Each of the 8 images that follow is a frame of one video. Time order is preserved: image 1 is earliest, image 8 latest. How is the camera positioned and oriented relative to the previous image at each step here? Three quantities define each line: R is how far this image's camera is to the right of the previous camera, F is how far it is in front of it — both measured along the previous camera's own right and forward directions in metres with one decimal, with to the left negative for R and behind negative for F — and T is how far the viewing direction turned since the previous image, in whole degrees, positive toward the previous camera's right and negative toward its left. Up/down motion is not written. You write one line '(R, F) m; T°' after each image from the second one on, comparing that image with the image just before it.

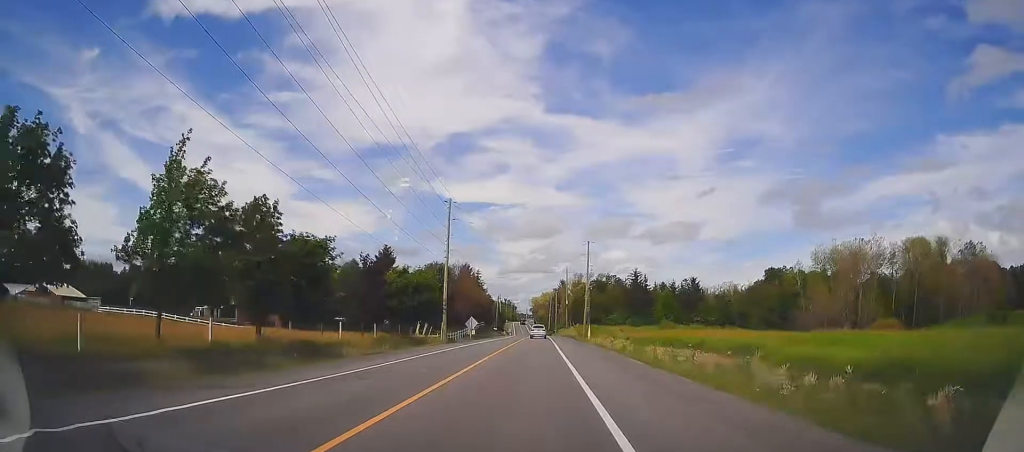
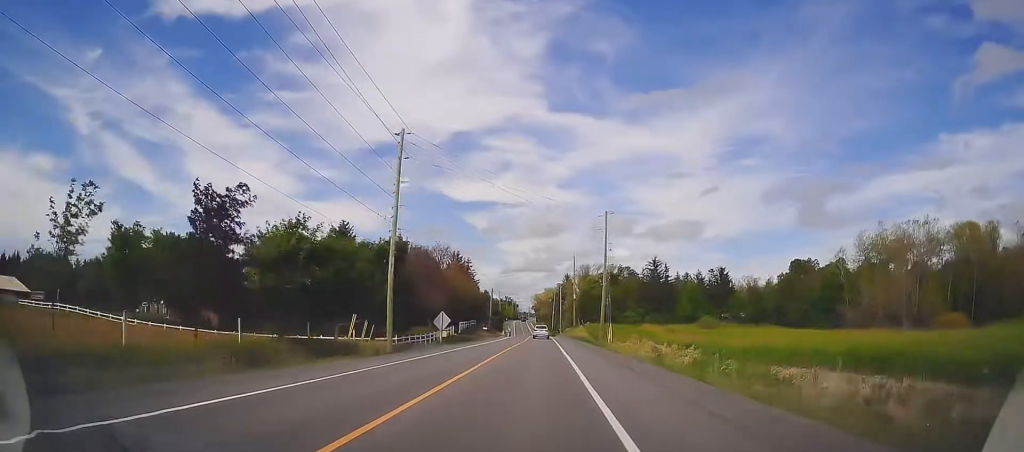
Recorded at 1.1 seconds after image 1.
(-0.2, +20.7) m; 0°
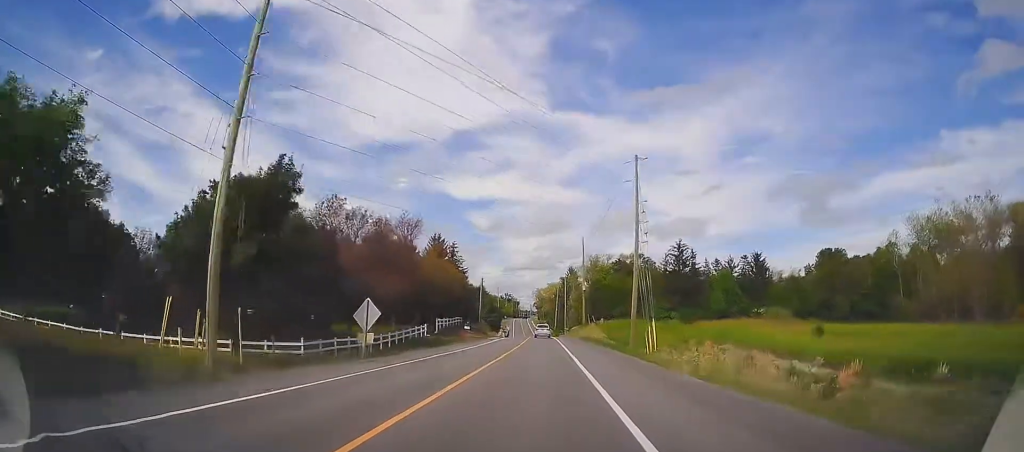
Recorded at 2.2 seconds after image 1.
(+0.2, +19.8) m; 0°
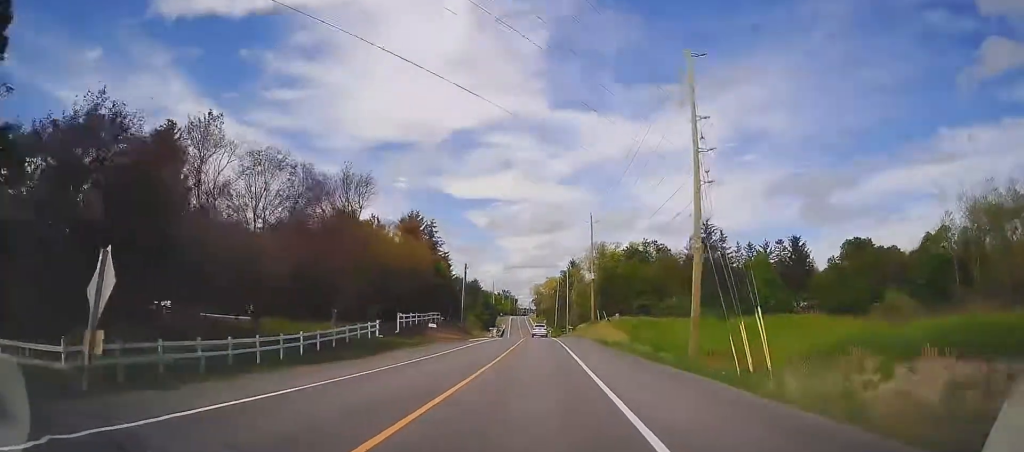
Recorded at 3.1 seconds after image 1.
(-0.2, +17.2) m; -1°
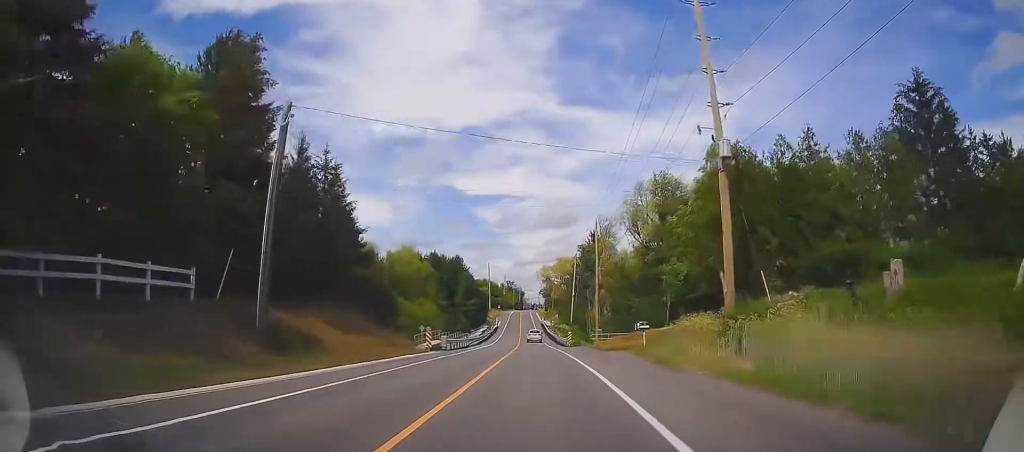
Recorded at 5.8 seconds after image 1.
(+0.5, +50.0) m; 0°
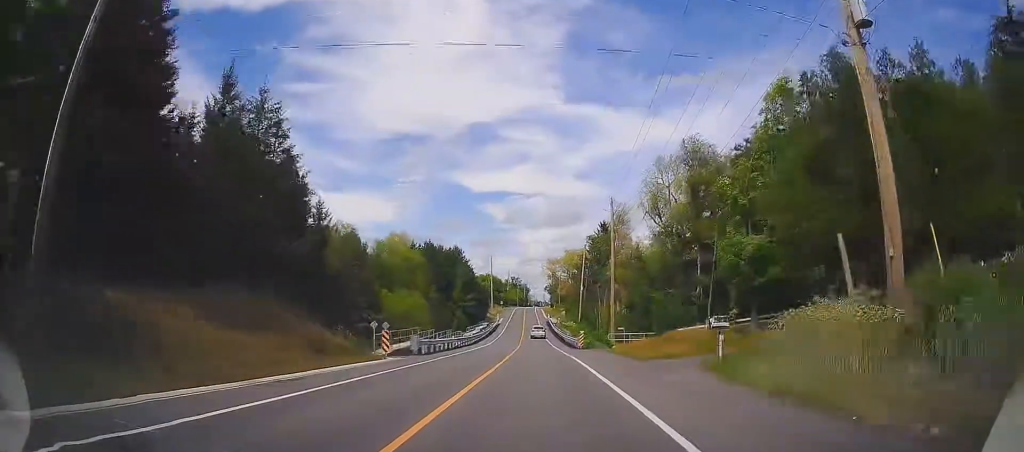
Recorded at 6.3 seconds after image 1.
(-0.4, +10.3) m; 0°
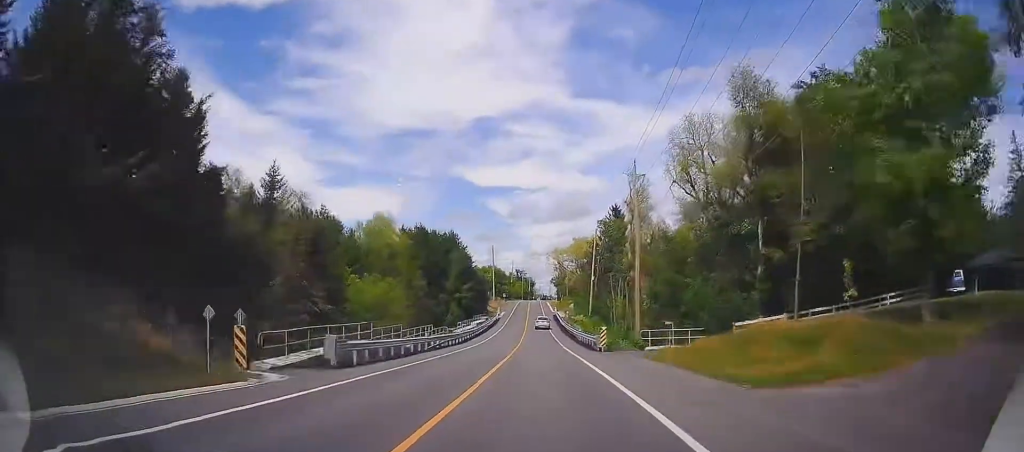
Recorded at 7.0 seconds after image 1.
(0.0, +12.1) m; 0°
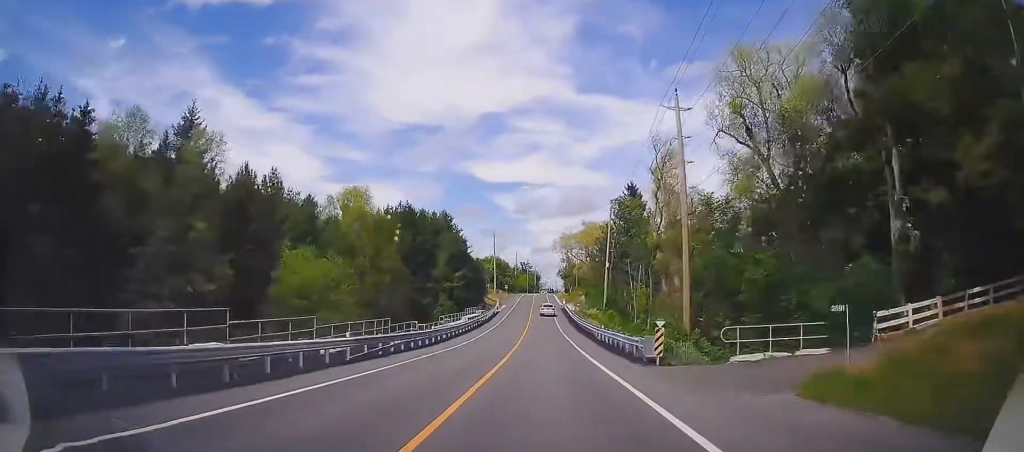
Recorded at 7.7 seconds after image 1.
(+0.2, +13.9) m; 0°
